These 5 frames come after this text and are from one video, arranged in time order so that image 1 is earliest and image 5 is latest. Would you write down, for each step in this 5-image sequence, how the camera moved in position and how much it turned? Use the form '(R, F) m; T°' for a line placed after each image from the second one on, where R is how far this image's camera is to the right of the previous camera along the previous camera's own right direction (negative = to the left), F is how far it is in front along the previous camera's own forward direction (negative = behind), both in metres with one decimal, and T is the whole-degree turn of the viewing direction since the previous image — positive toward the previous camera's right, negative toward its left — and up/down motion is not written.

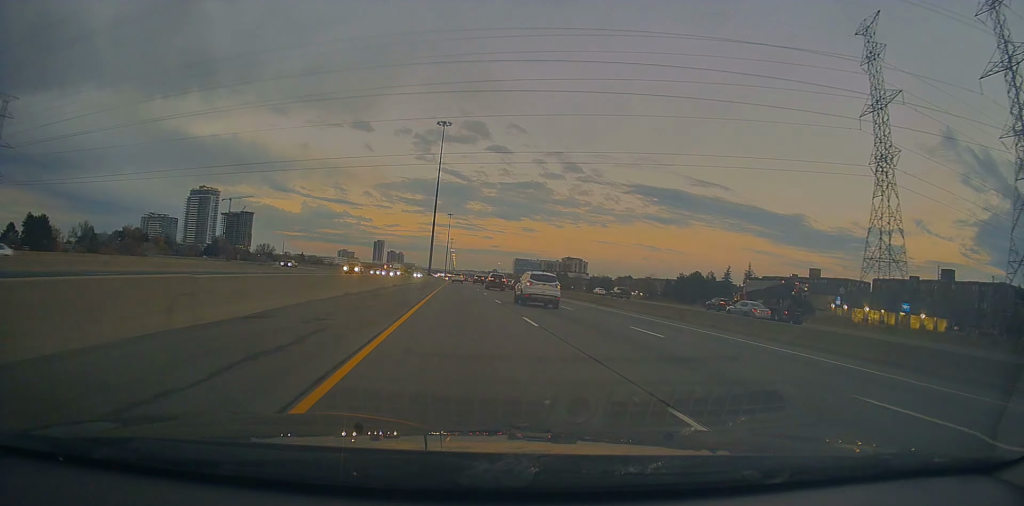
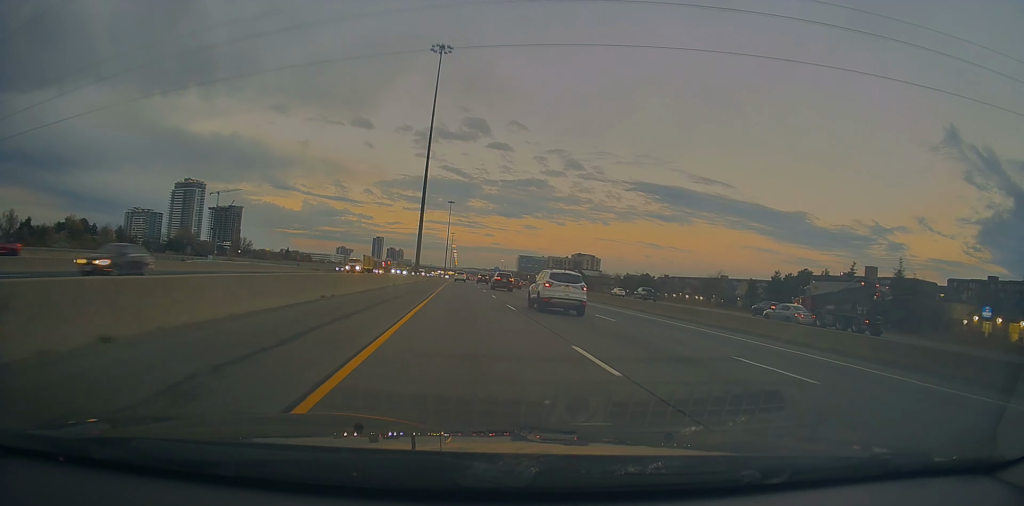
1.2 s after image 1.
(+0.3, +44.2) m; 0°
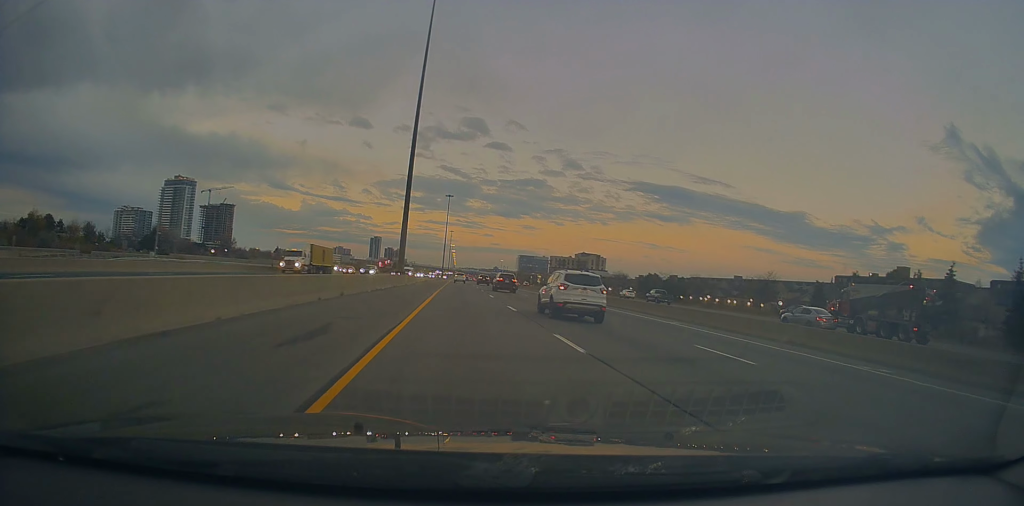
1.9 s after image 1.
(+0.1, +22.7) m; -1°
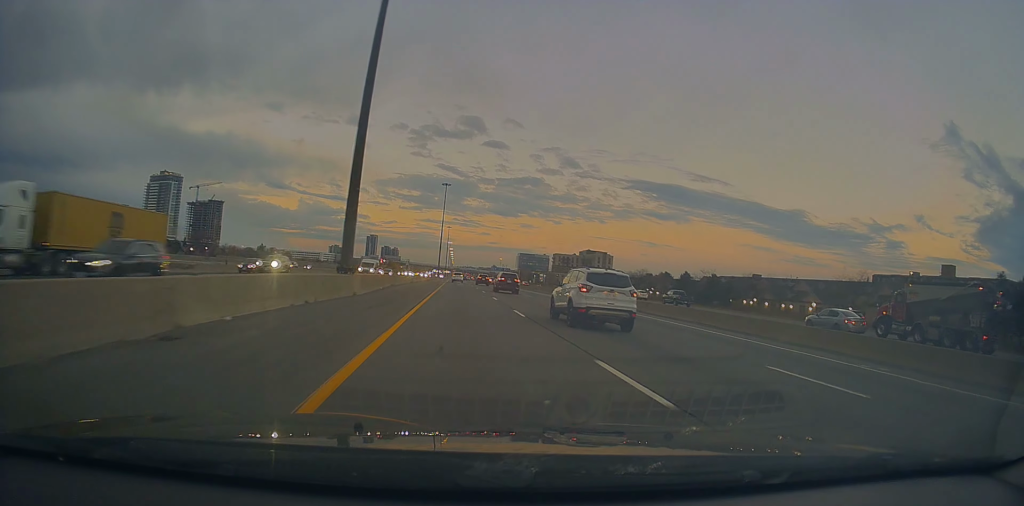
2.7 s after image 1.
(-0.5, +28.4) m; 0°
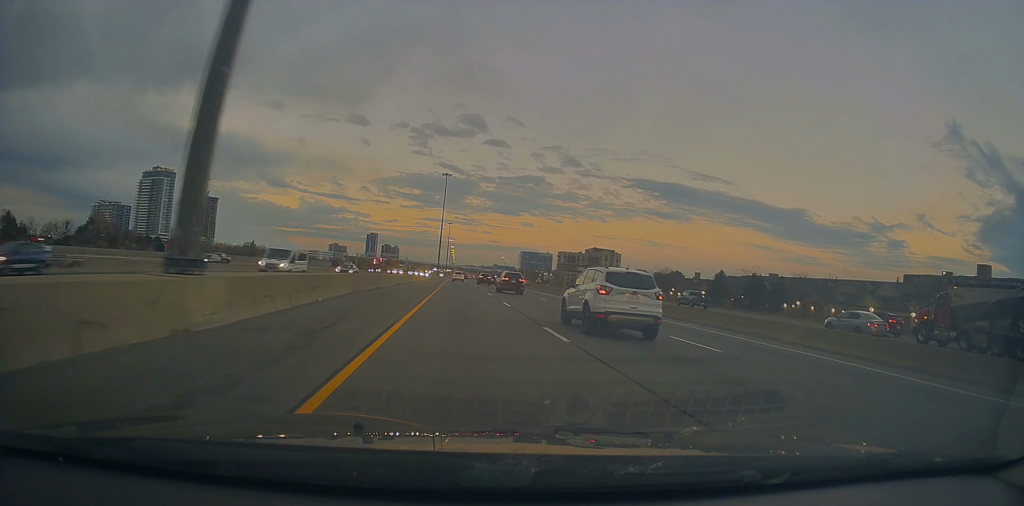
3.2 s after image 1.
(0.0, +18.9) m; 0°
